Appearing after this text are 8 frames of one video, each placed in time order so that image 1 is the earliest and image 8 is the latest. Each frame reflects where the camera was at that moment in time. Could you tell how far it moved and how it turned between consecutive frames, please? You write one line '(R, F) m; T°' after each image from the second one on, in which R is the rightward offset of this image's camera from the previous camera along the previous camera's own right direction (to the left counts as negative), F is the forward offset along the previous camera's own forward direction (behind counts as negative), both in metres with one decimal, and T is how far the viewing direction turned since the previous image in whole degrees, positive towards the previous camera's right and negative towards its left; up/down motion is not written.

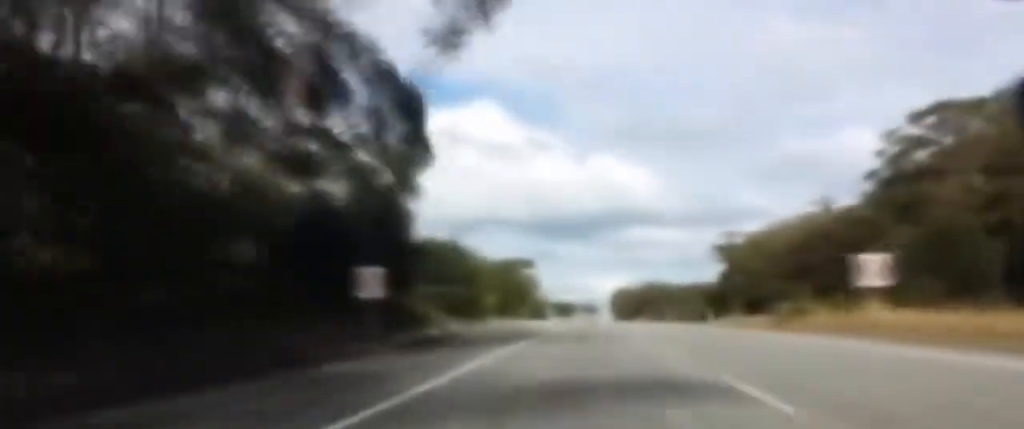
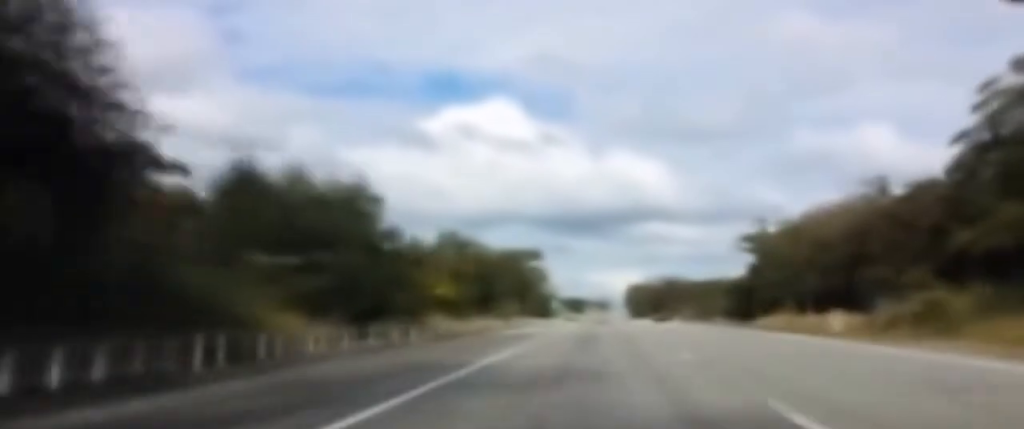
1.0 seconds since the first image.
(0.0, +28.5) m; 0°
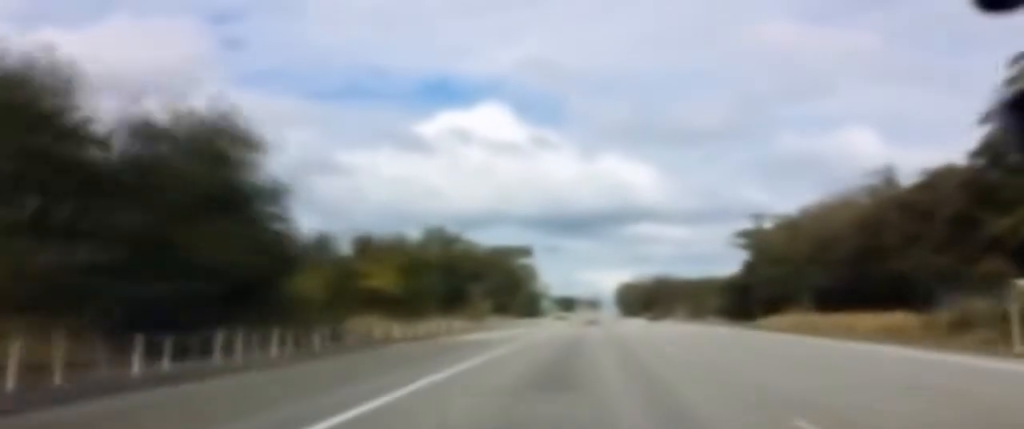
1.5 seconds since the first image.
(-0.1, +13.9) m; 0°
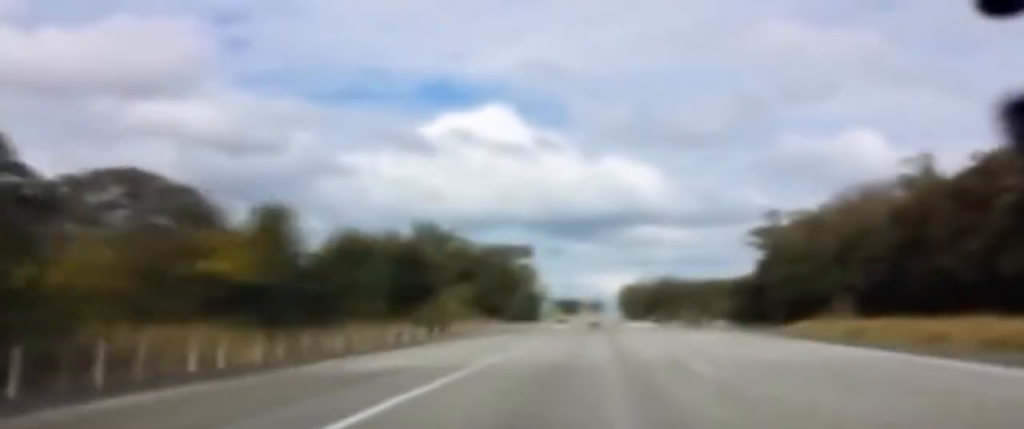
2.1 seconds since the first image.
(+0.1, +15.9) m; 0°
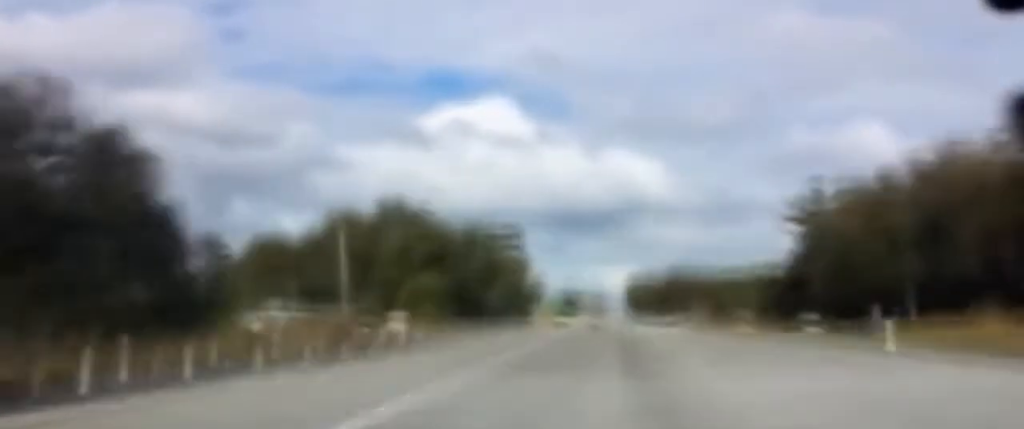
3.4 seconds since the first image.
(0.0, +36.9) m; -1°
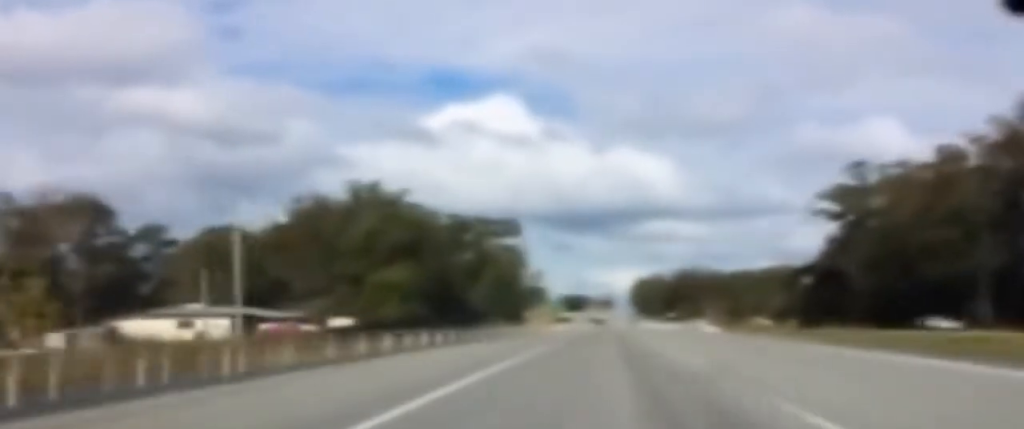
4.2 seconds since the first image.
(-0.3, +22.8) m; 0°
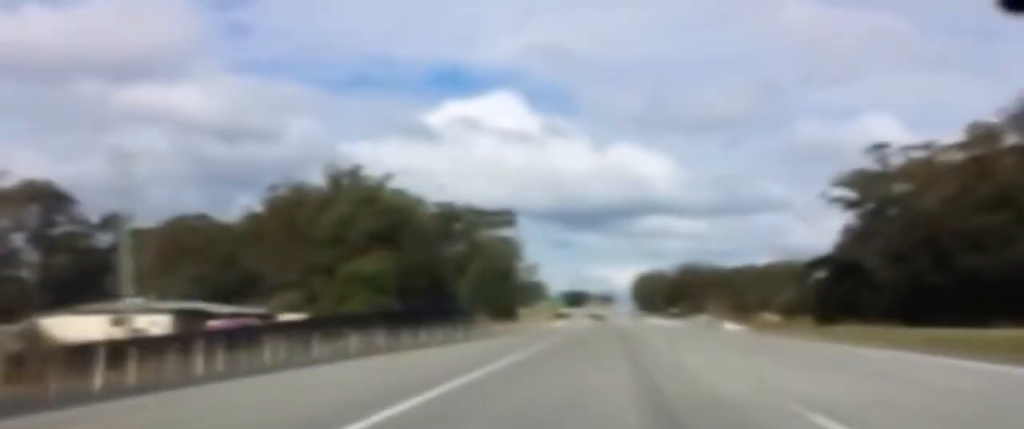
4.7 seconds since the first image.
(+0.1, +13.2) m; 0°
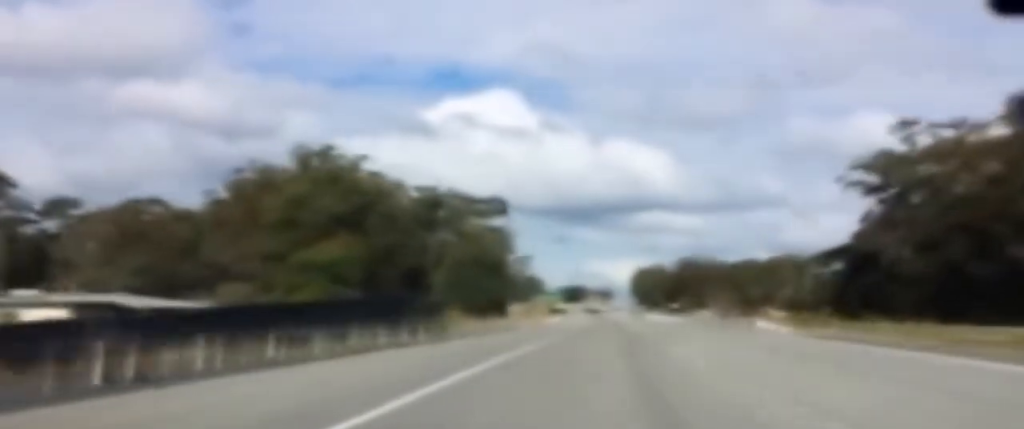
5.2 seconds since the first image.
(+0.3, +15.1) m; 0°
